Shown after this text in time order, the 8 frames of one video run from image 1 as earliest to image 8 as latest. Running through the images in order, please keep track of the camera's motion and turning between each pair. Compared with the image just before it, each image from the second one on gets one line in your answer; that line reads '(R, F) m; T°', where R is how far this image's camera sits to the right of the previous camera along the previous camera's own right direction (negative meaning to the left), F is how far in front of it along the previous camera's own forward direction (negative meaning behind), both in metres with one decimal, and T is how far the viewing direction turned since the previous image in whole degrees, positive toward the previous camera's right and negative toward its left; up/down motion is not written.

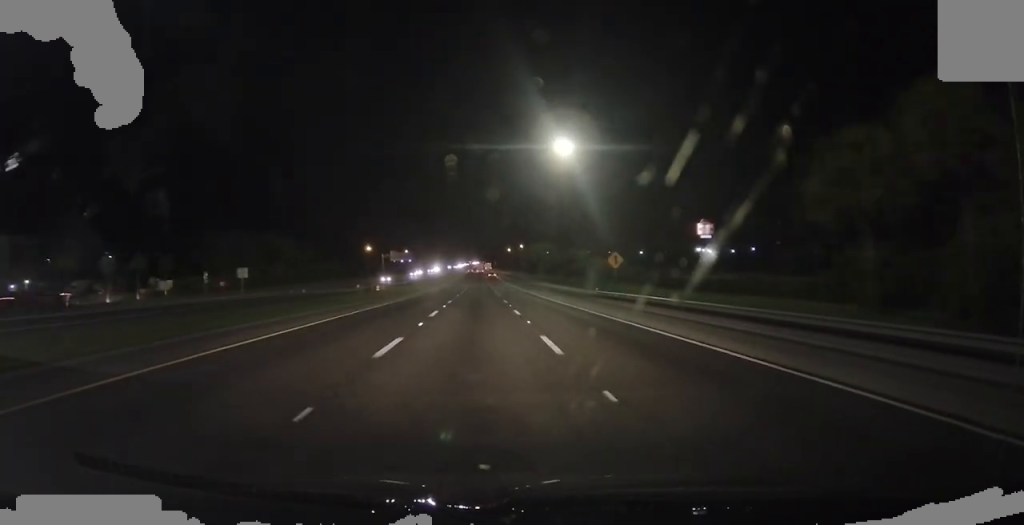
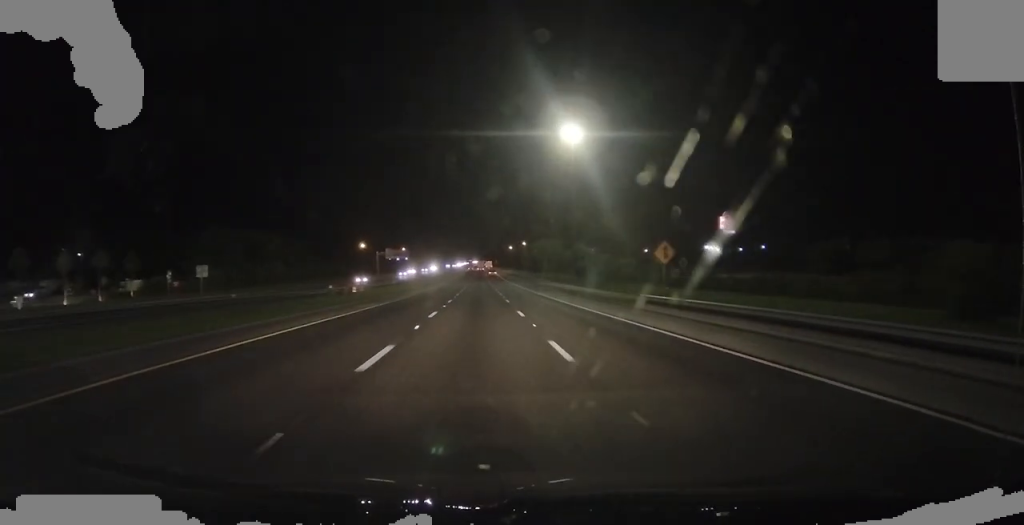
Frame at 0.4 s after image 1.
(-0.2, +13.6) m; 0°
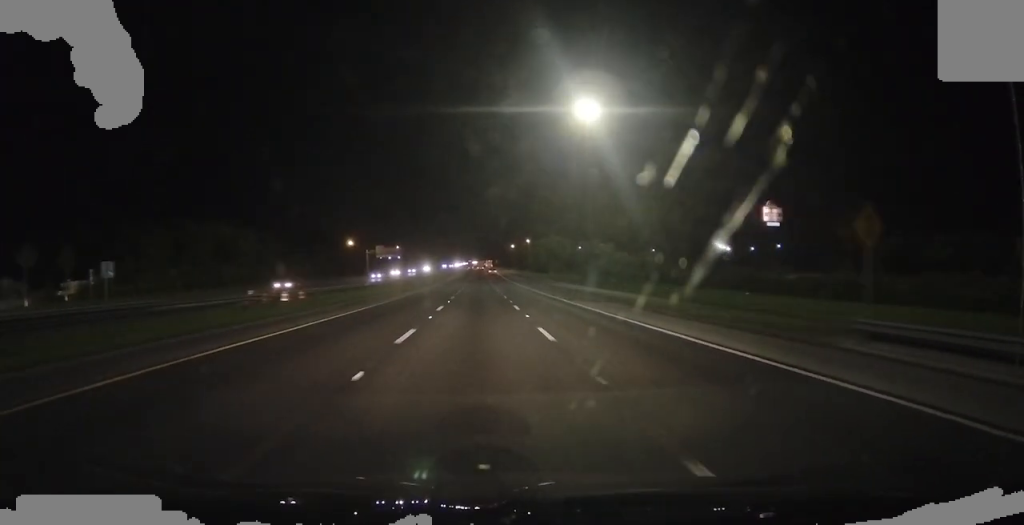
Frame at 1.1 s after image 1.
(+0.3, +21.1) m; 0°
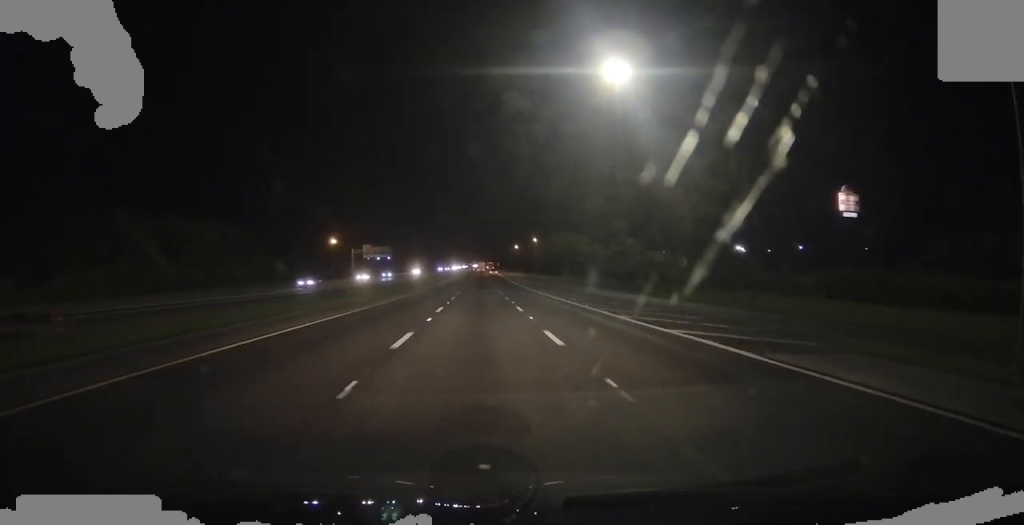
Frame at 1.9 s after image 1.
(-0.1, +25.5) m; -1°
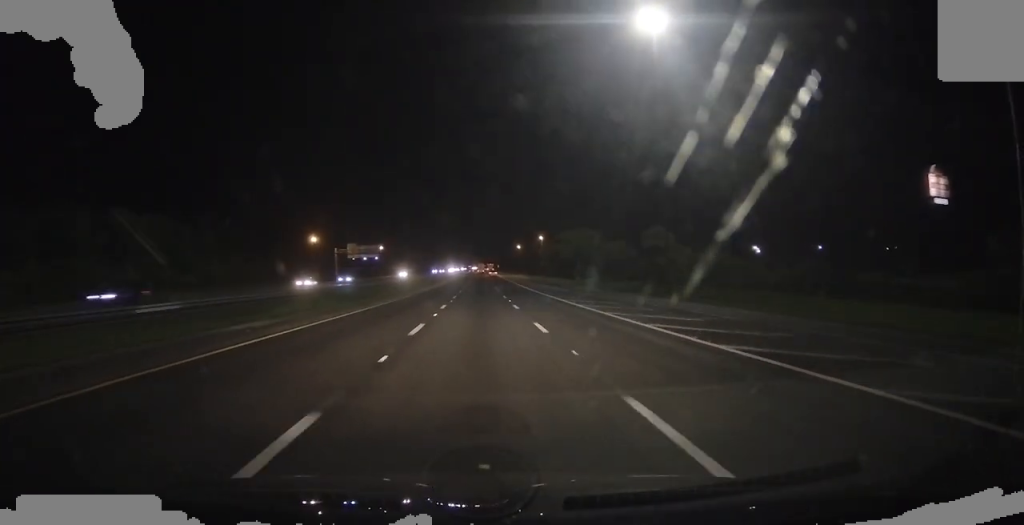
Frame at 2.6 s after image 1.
(-0.2, +21.5) m; -1°
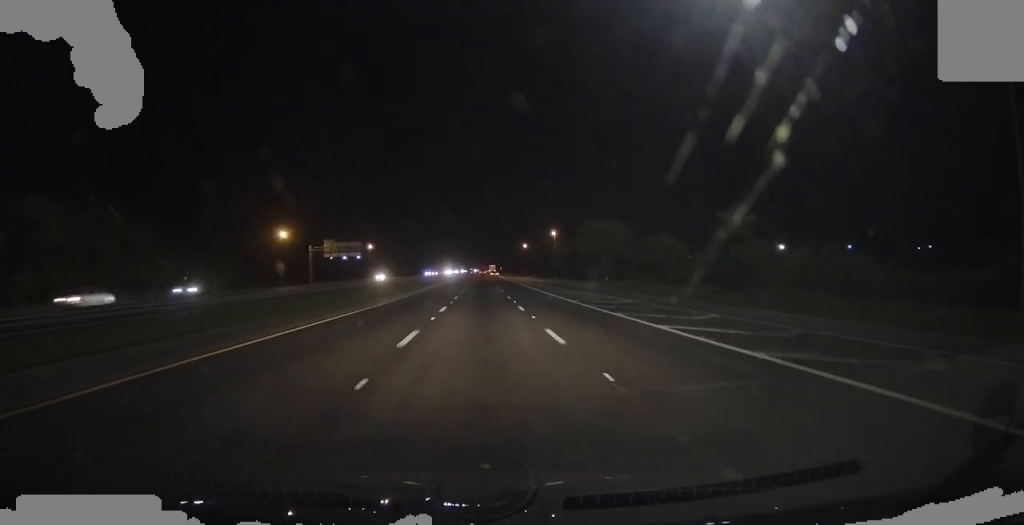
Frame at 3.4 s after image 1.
(-0.3, +27.1) m; 0°
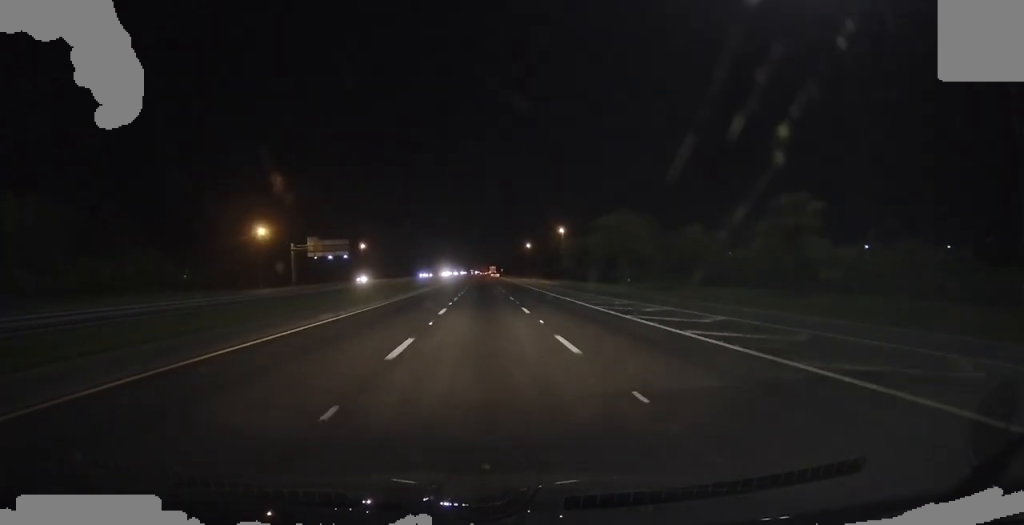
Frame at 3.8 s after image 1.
(+0.2, +14.3) m; 0°
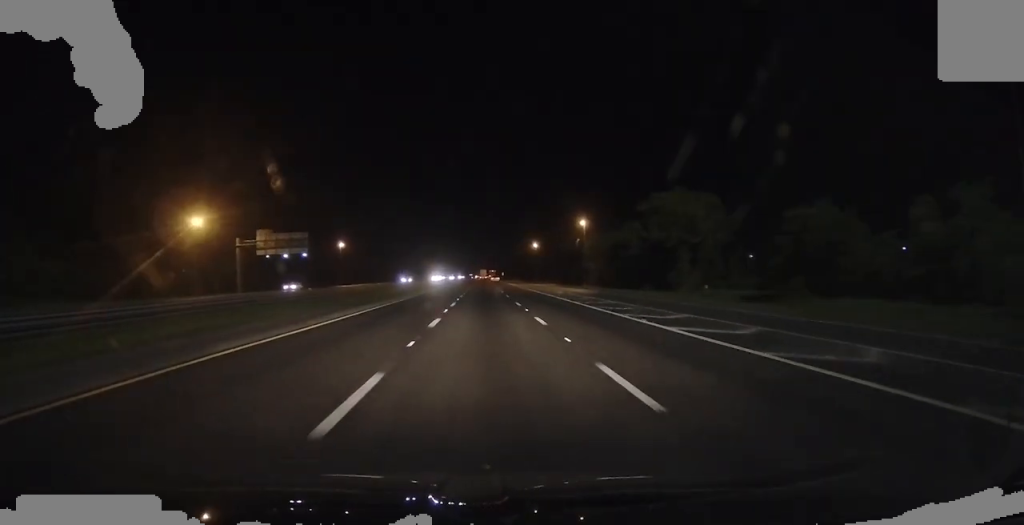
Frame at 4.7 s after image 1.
(+0.3, +29.7) m; +1°
